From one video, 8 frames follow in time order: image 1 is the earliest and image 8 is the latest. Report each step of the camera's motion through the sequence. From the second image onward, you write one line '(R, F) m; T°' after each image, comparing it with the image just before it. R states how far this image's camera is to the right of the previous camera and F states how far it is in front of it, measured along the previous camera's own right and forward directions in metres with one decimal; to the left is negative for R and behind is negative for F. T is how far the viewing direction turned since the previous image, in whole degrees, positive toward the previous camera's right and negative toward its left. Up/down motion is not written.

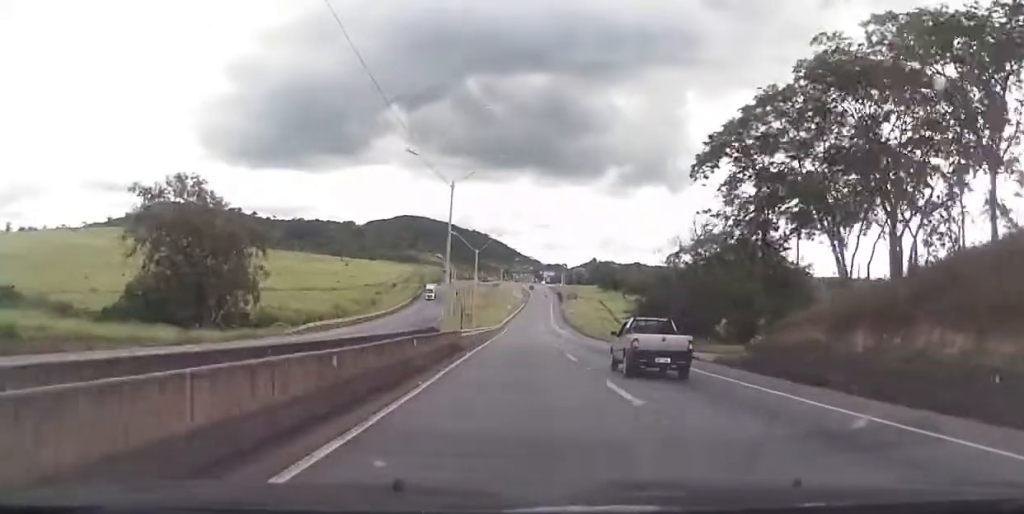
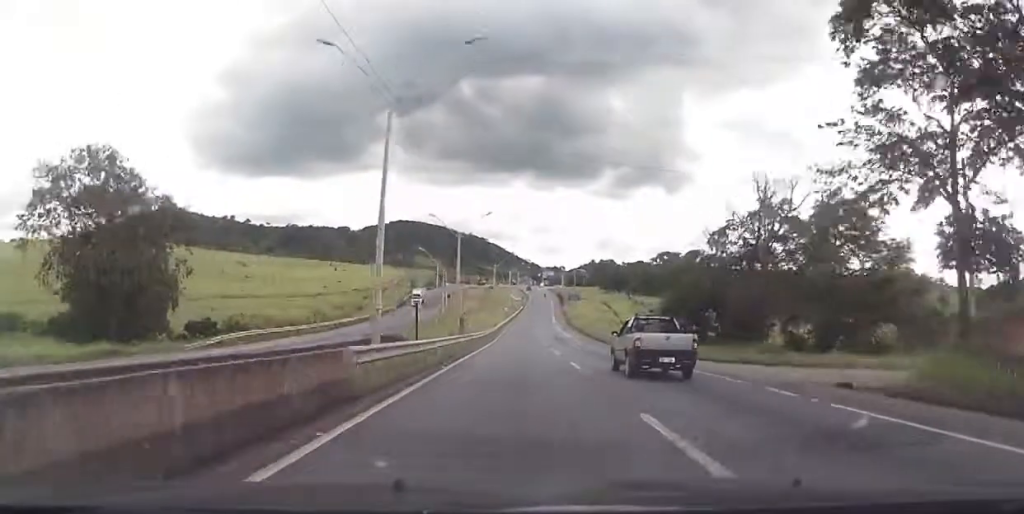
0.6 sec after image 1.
(+0.1, +18.0) m; 0°
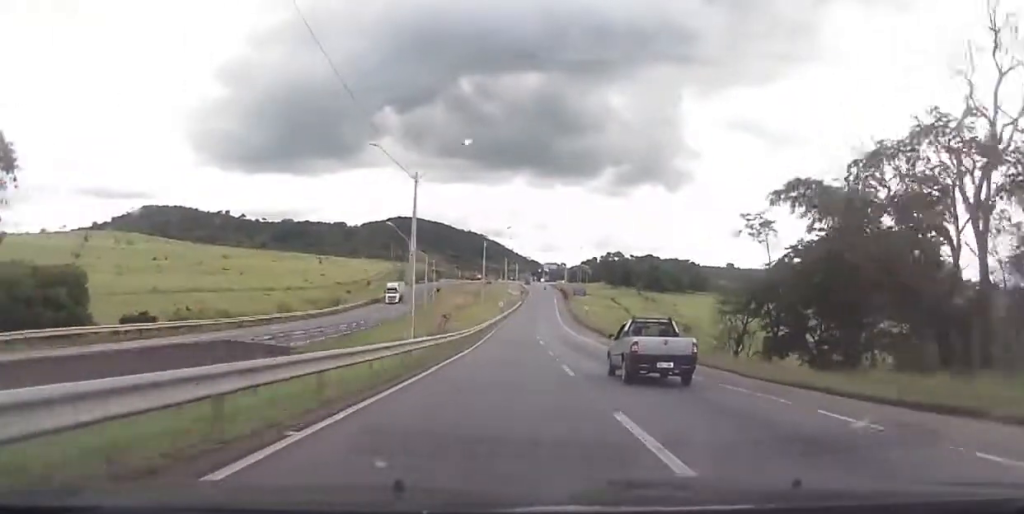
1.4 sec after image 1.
(-0.3, +24.9) m; 0°
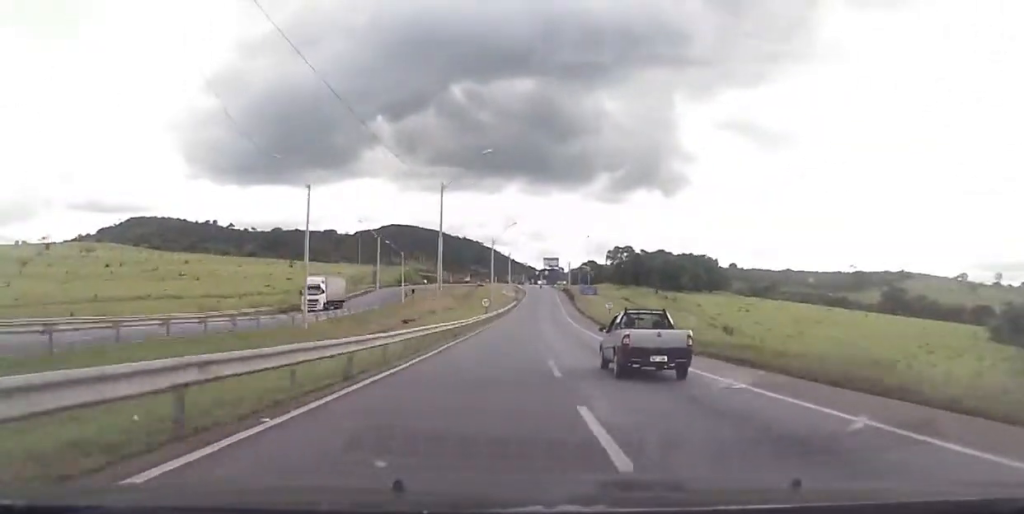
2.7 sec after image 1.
(+0.3, +36.5) m; 0°
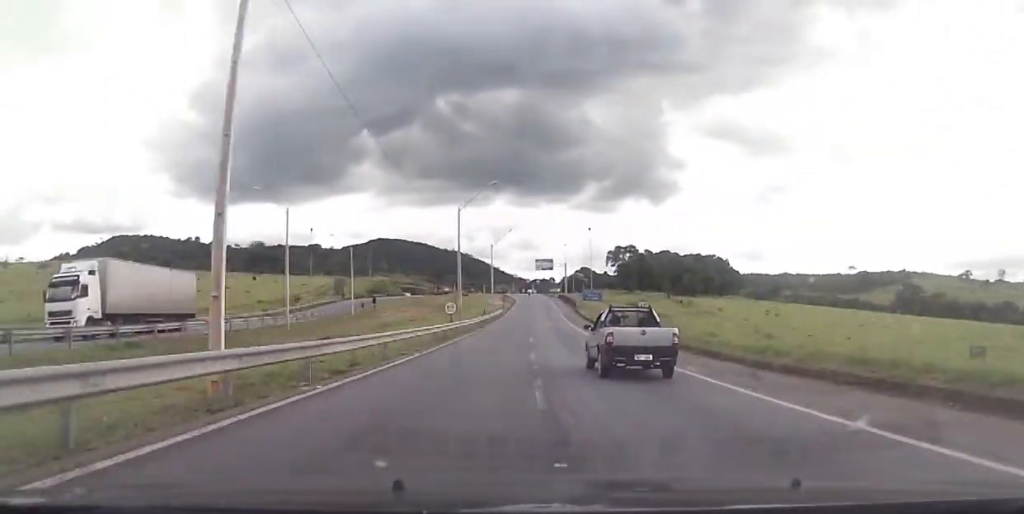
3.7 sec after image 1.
(-0.2, +30.1) m; 0°
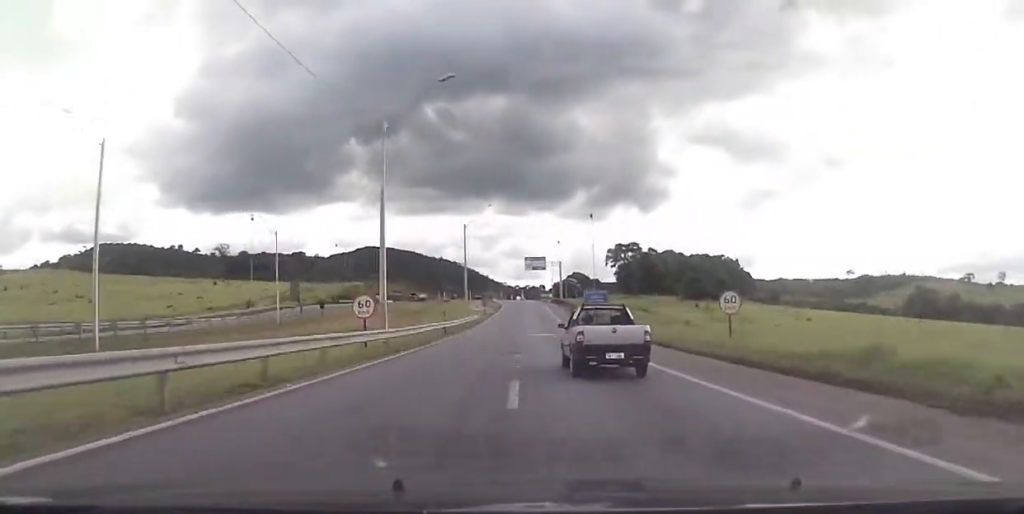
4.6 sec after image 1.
(+0.3, +25.8) m; +1°
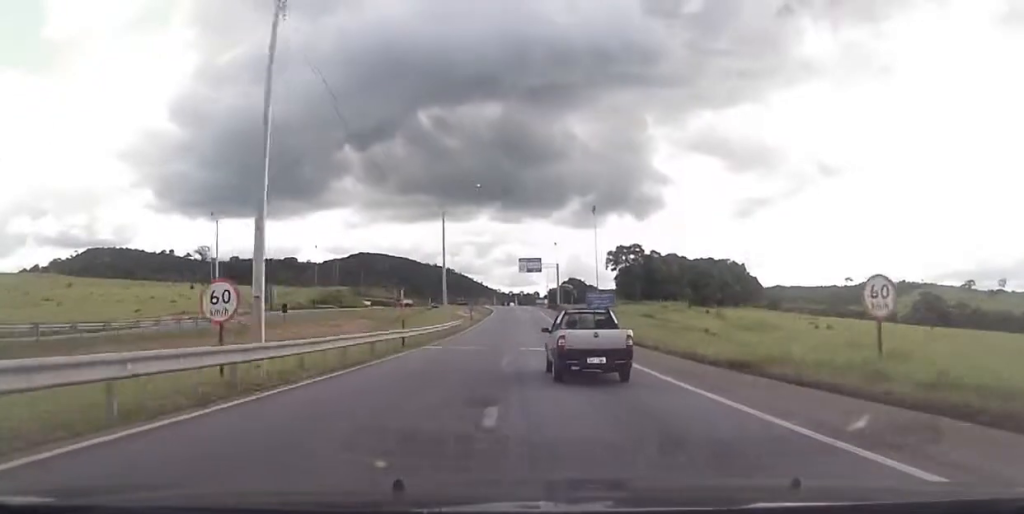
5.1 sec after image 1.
(0.0, +13.1) m; 0°
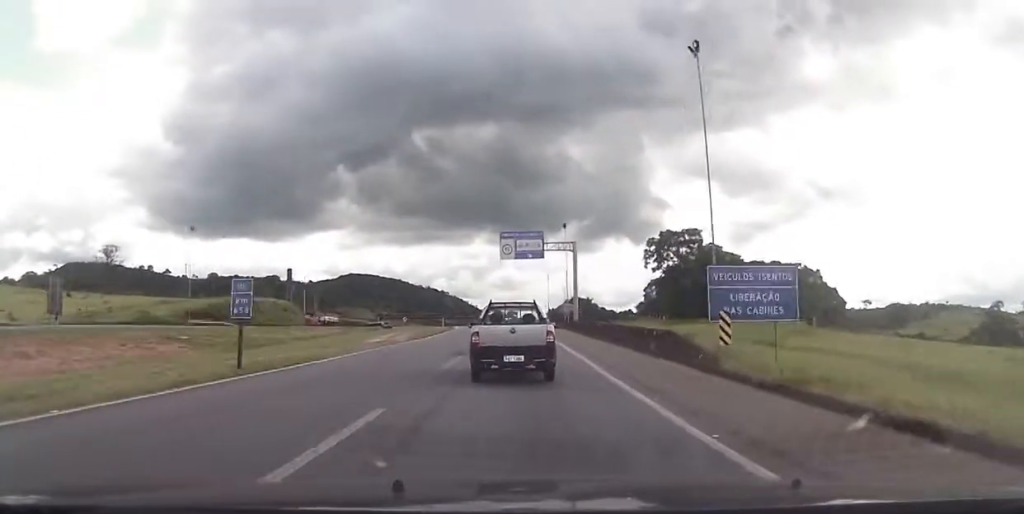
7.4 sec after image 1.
(+1.1, +64.2) m; +1°
